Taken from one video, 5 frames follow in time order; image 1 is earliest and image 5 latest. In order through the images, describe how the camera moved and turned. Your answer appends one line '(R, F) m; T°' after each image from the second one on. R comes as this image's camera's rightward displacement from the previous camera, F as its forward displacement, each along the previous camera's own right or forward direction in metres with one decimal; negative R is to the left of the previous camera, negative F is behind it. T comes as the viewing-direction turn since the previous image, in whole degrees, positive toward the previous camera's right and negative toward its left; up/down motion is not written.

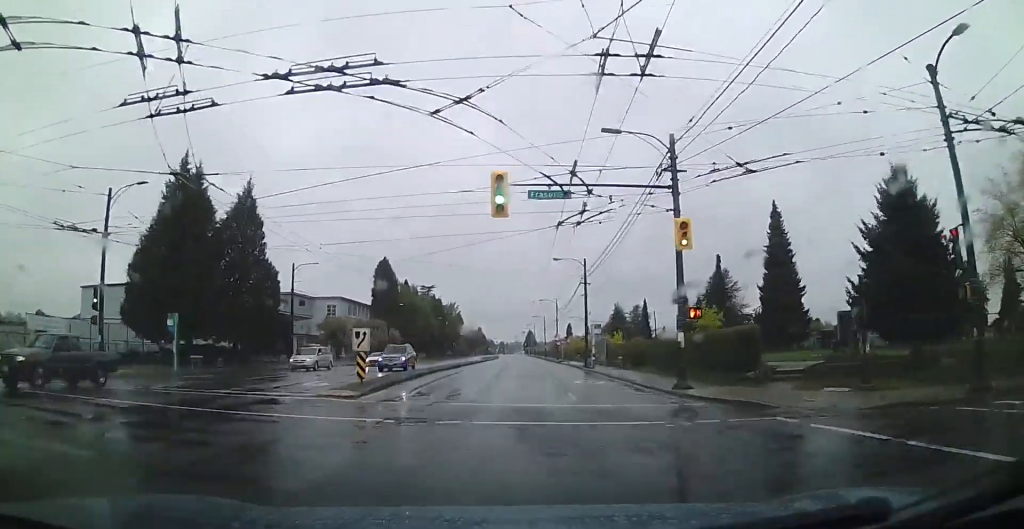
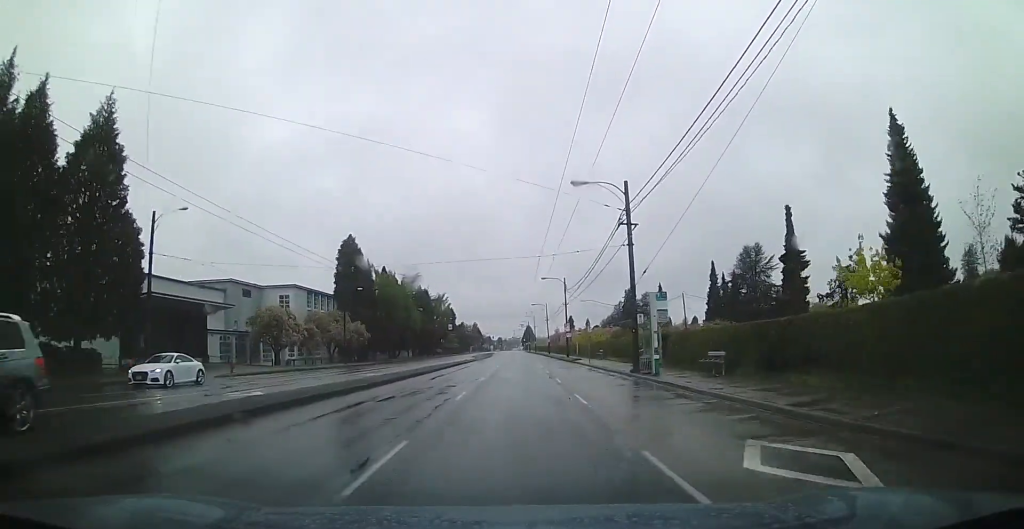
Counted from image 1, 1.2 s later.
(+0.3, +21.8) m; 0°
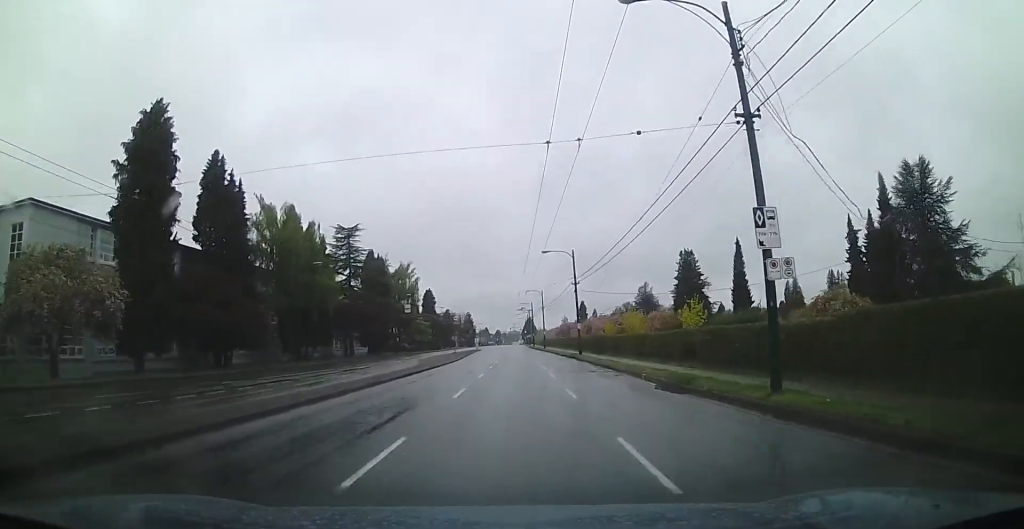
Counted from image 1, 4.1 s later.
(-1.8, +54.5) m; -2°
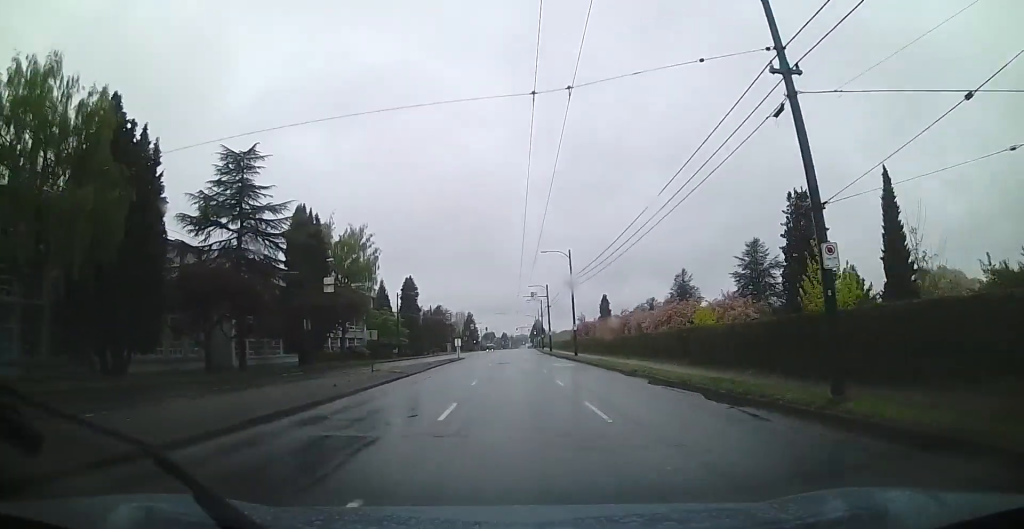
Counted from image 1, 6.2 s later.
(+0.8, +39.6) m; +3°
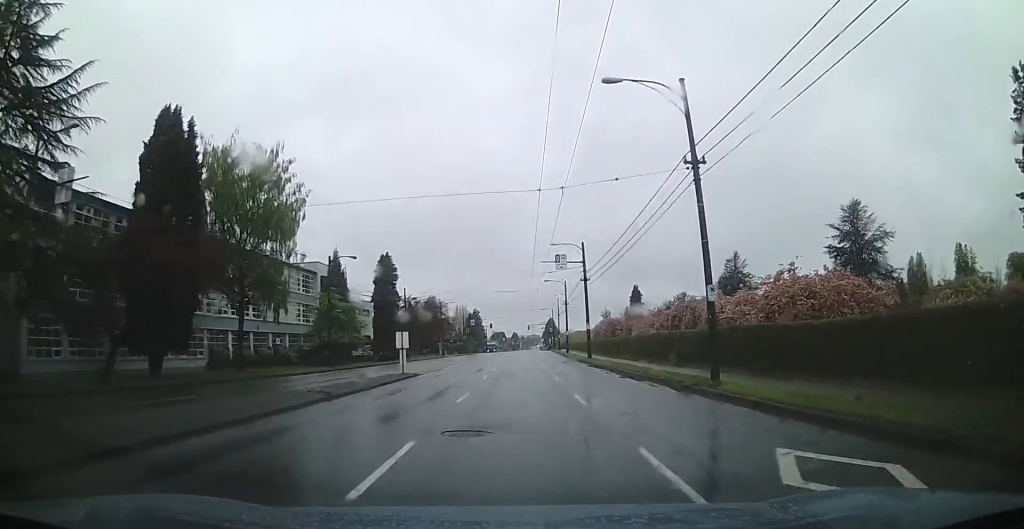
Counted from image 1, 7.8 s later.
(+0.3, +31.8) m; +1°
